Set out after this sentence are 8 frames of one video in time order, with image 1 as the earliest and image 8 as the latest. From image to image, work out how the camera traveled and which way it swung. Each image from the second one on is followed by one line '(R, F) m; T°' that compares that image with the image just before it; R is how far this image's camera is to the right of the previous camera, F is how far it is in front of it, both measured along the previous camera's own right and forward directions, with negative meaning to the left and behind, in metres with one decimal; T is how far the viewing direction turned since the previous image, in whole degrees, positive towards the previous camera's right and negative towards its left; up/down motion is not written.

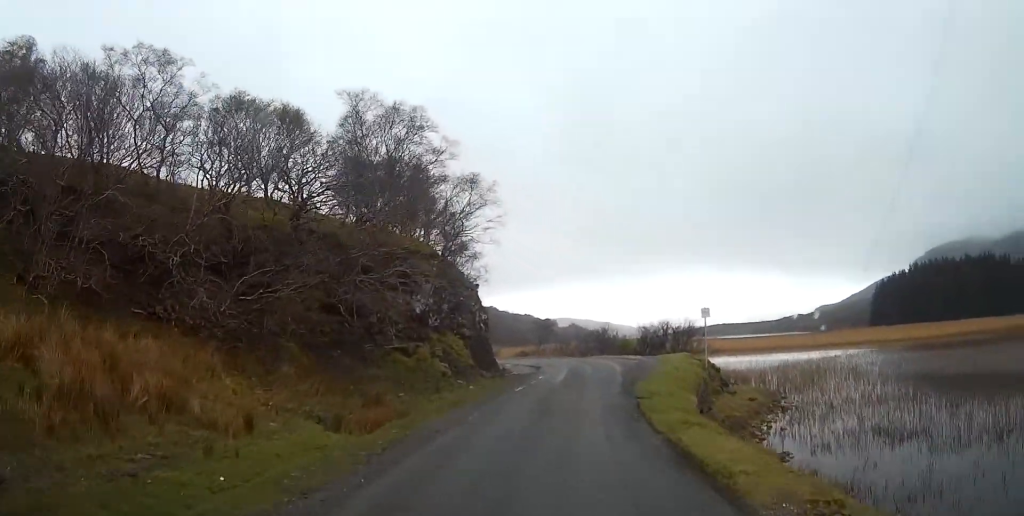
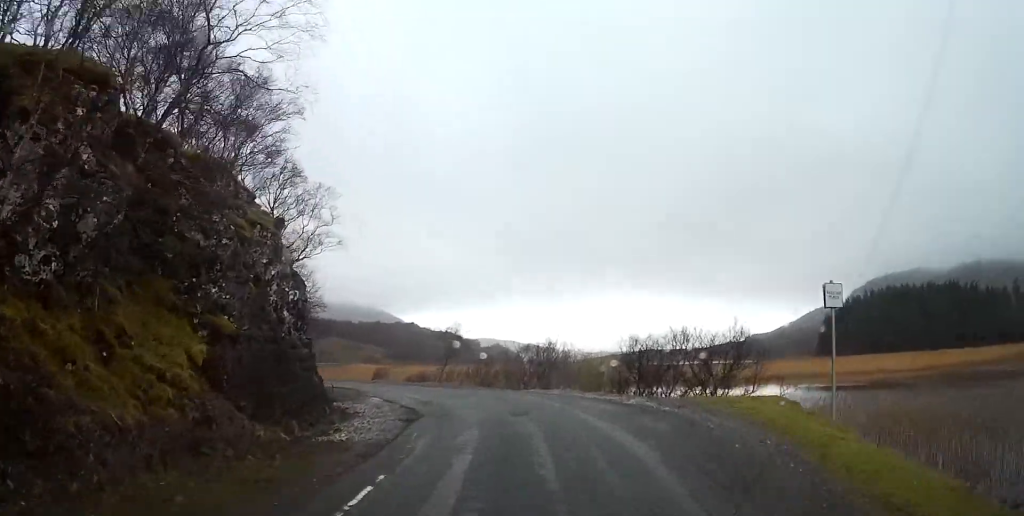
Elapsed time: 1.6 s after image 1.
(+1.5, +21.7) m; +6°
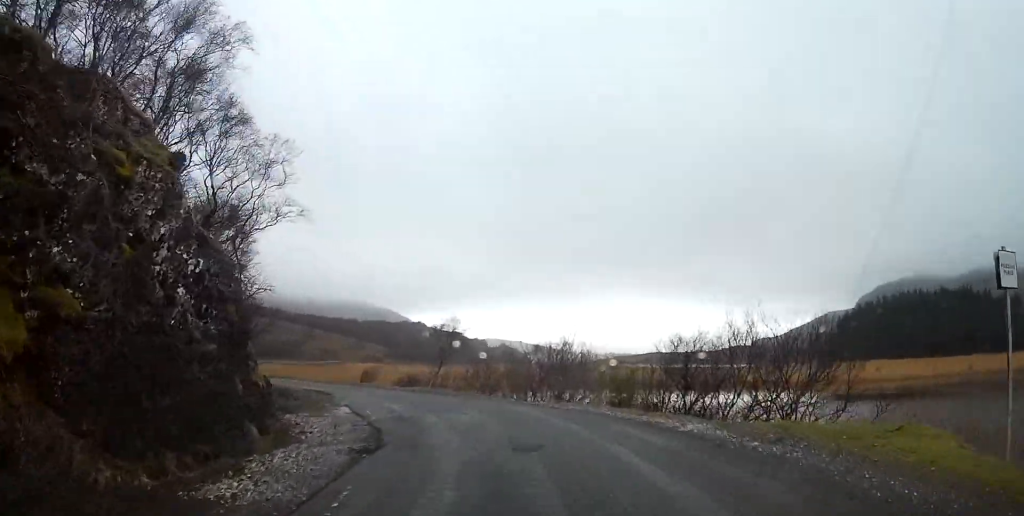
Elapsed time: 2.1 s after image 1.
(+0.1, +5.8) m; 0°
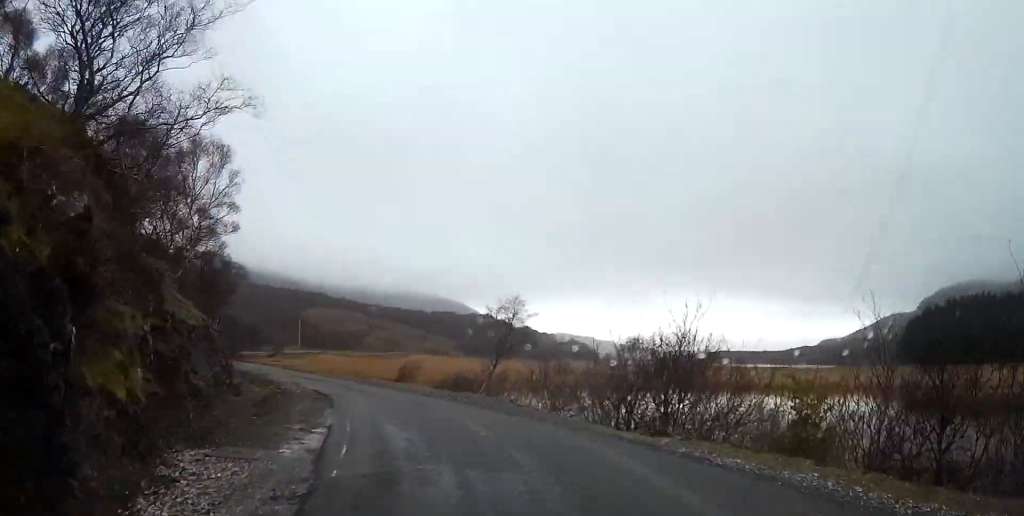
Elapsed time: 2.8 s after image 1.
(+0.2, +9.2) m; -2°
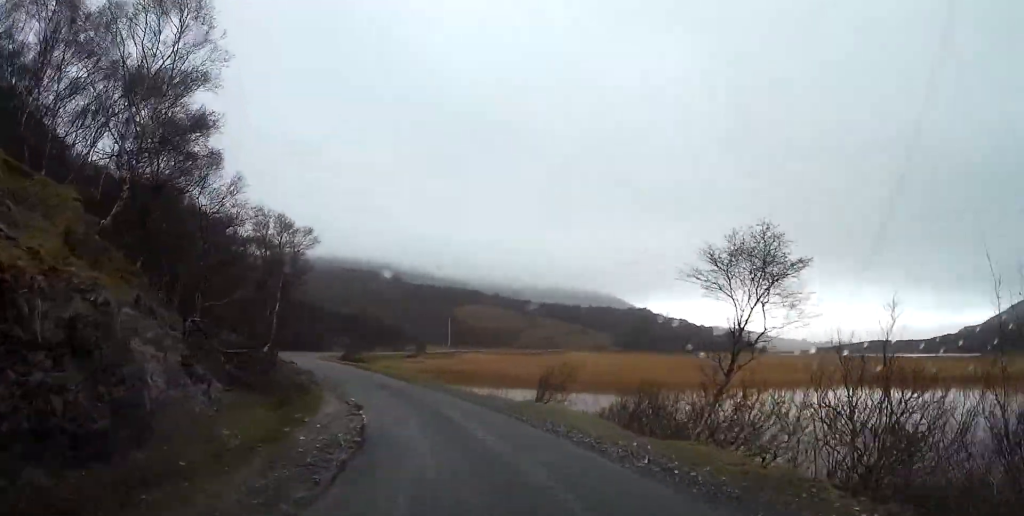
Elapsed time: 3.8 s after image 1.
(-1.0, +13.6) m; -9°
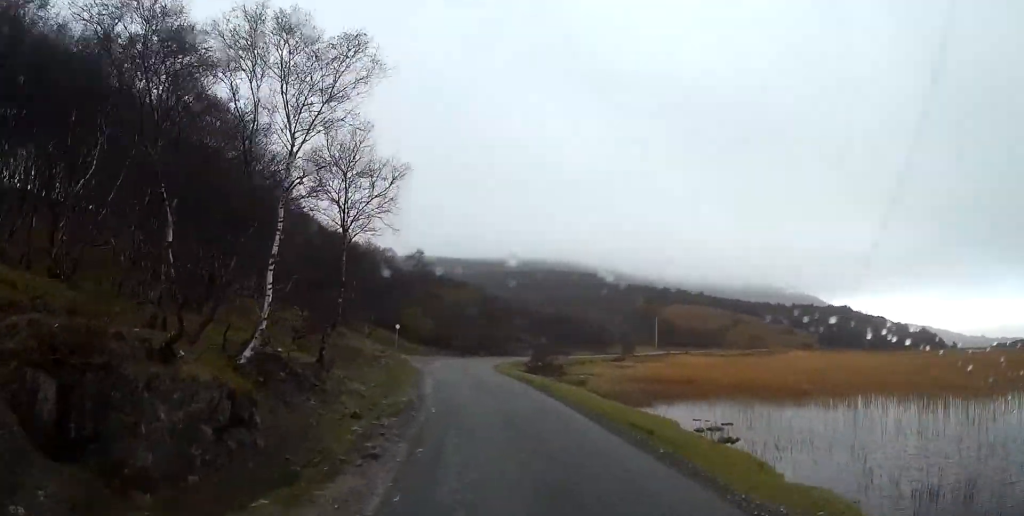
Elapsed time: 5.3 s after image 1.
(-2.7, +18.7) m; -14°
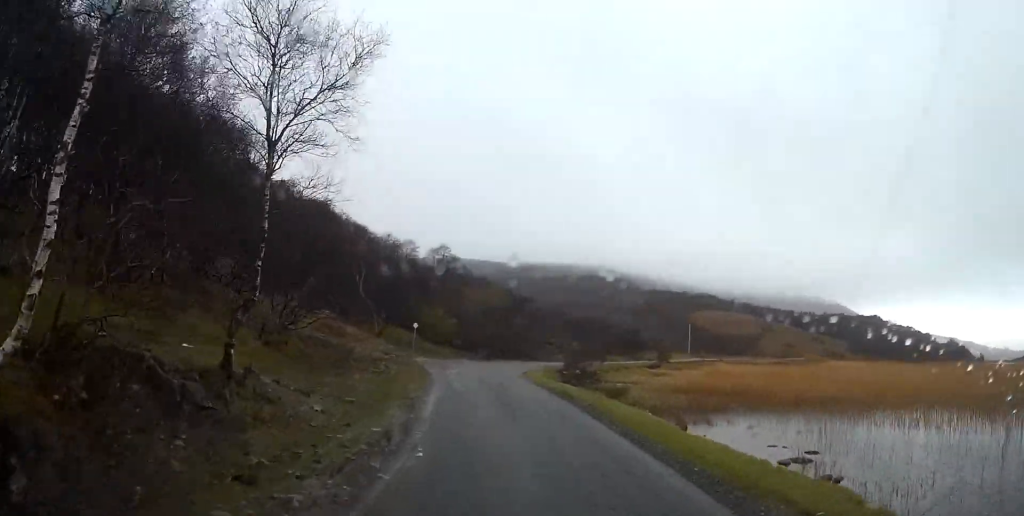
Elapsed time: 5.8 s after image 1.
(-0.1, +6.4) m; -4°
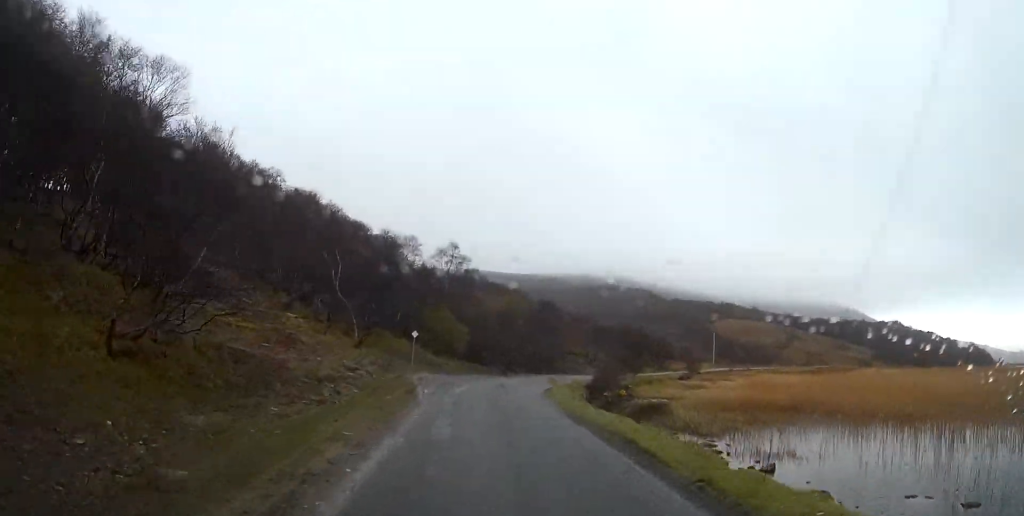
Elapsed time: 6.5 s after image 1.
(-0.4, +8.8) m; -3°
